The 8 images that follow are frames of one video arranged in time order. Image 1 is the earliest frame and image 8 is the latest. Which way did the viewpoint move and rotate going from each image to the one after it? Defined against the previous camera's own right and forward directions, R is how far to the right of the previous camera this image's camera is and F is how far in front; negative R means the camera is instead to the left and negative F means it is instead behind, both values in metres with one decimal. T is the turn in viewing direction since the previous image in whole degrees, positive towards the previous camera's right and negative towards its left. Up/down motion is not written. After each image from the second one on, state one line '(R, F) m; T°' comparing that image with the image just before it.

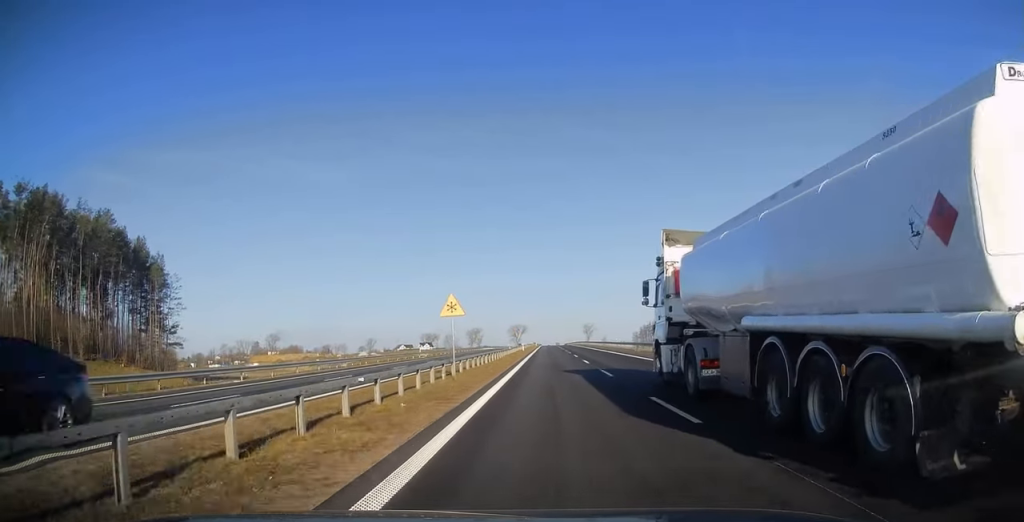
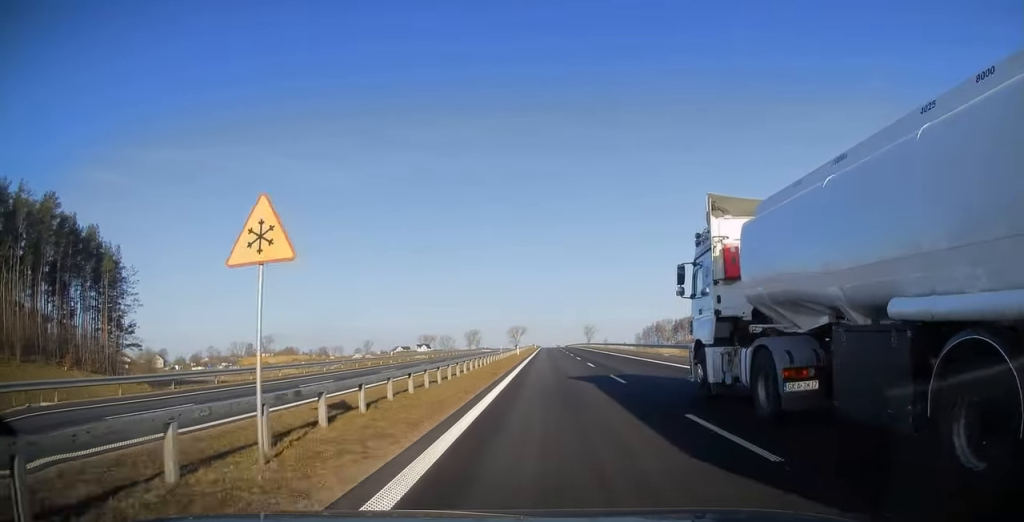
(-0.1, +14.9) m; 0°
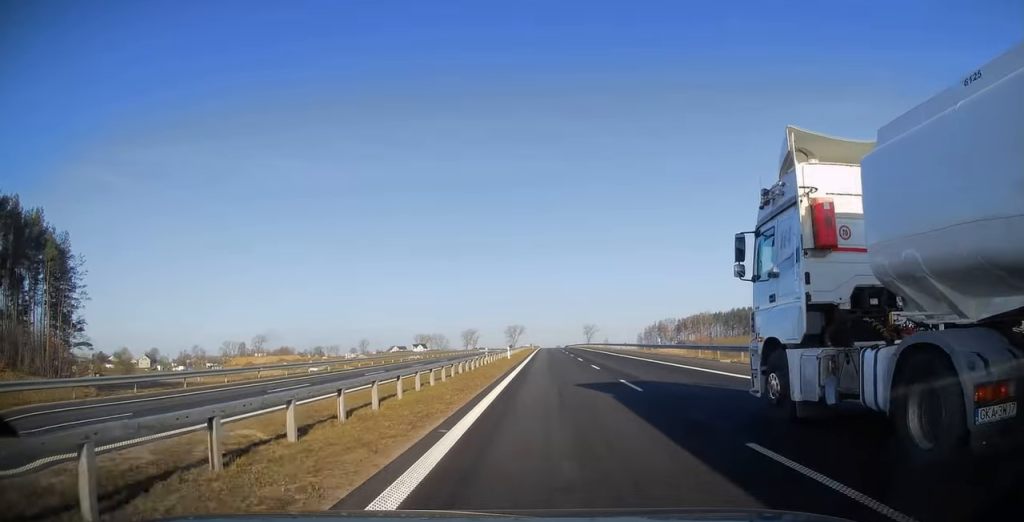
(-0.1, +14.9) m; 0°
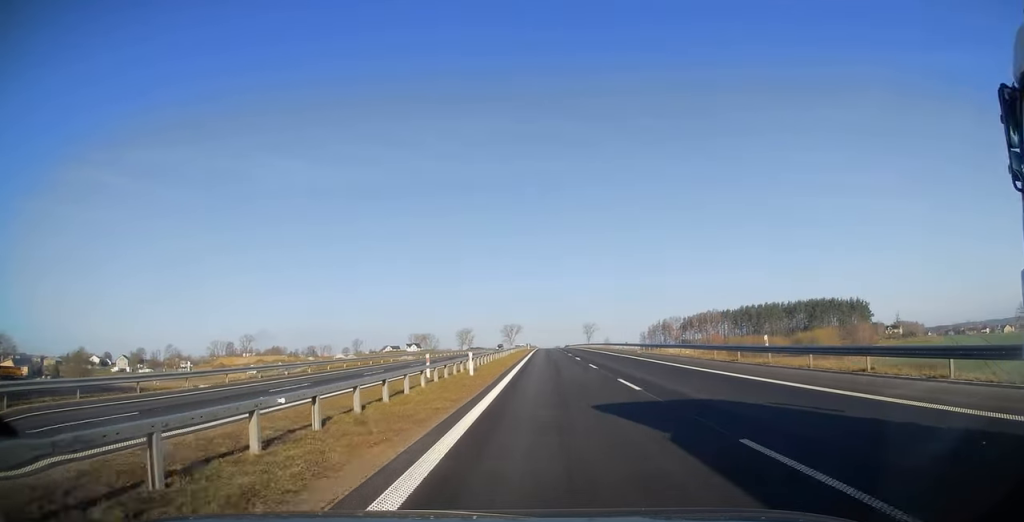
(0.0, +23.6) m; 0°
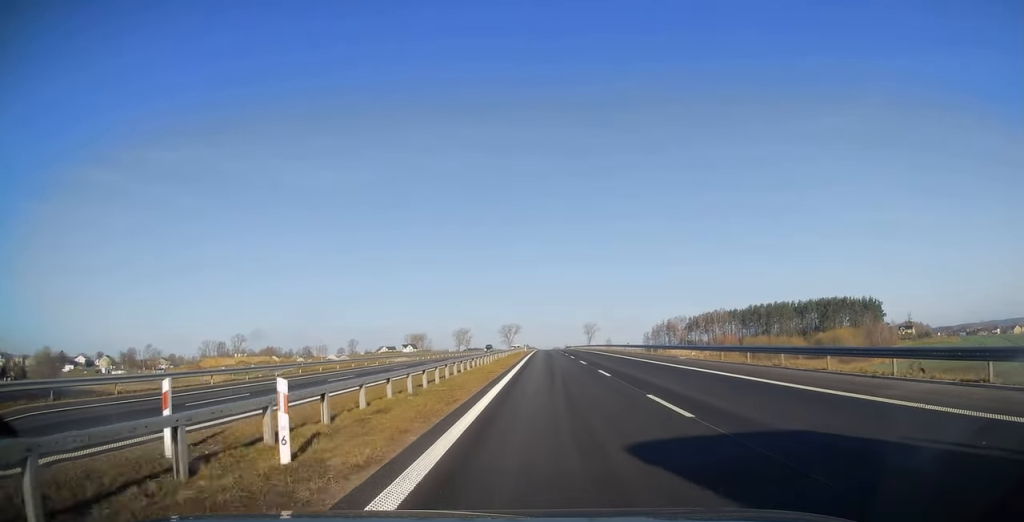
(0.0, +17.5) m; 0°
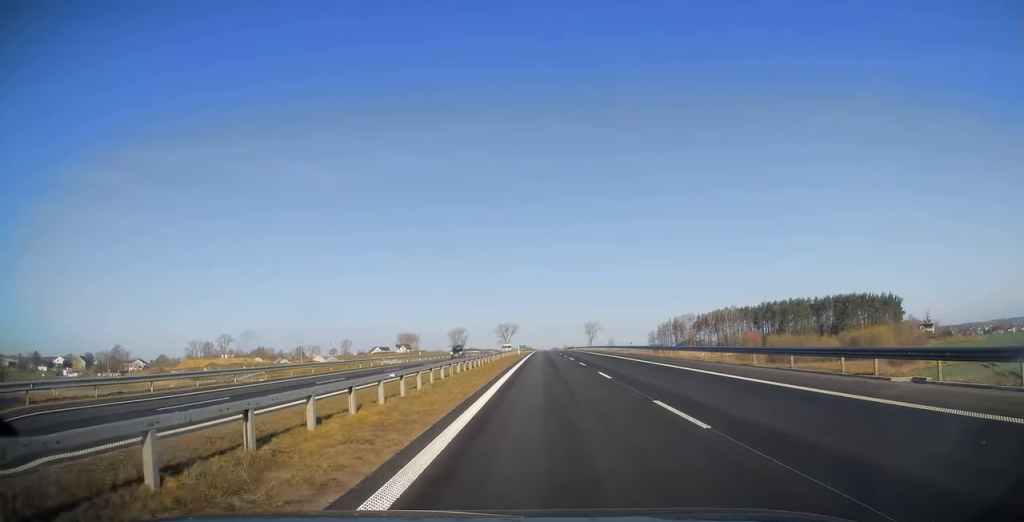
(+0.3, +25.2) m; 0°
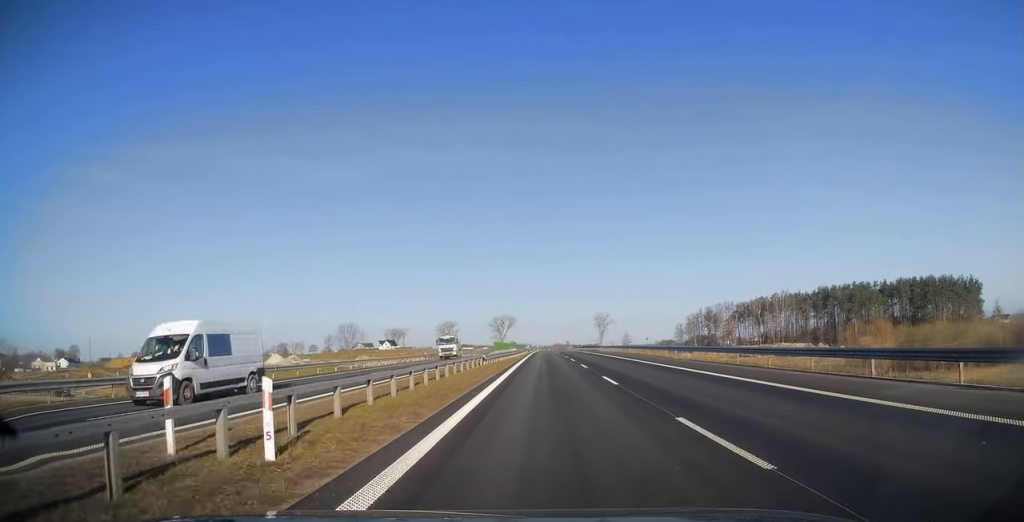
(-0.3, +74.6) m; 0°
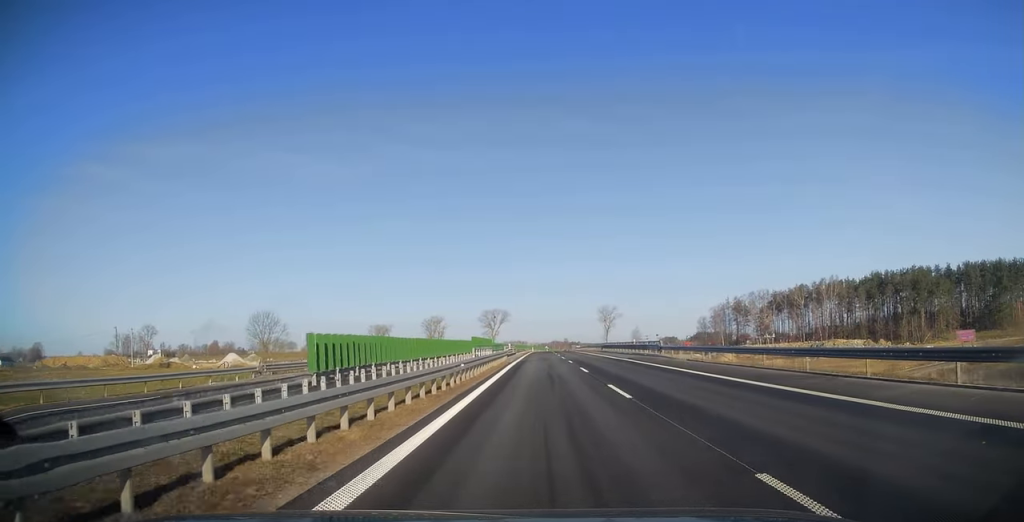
(-0.3, +52.0) m; 0°
